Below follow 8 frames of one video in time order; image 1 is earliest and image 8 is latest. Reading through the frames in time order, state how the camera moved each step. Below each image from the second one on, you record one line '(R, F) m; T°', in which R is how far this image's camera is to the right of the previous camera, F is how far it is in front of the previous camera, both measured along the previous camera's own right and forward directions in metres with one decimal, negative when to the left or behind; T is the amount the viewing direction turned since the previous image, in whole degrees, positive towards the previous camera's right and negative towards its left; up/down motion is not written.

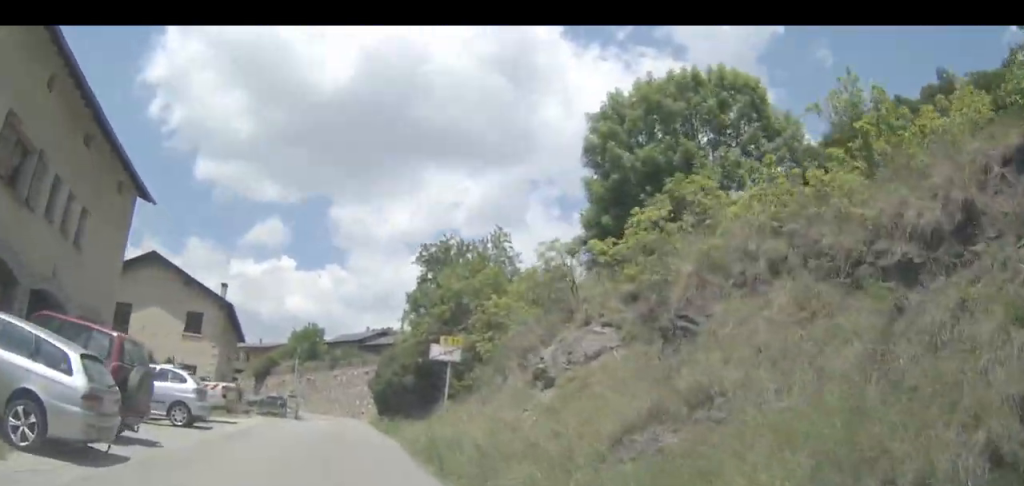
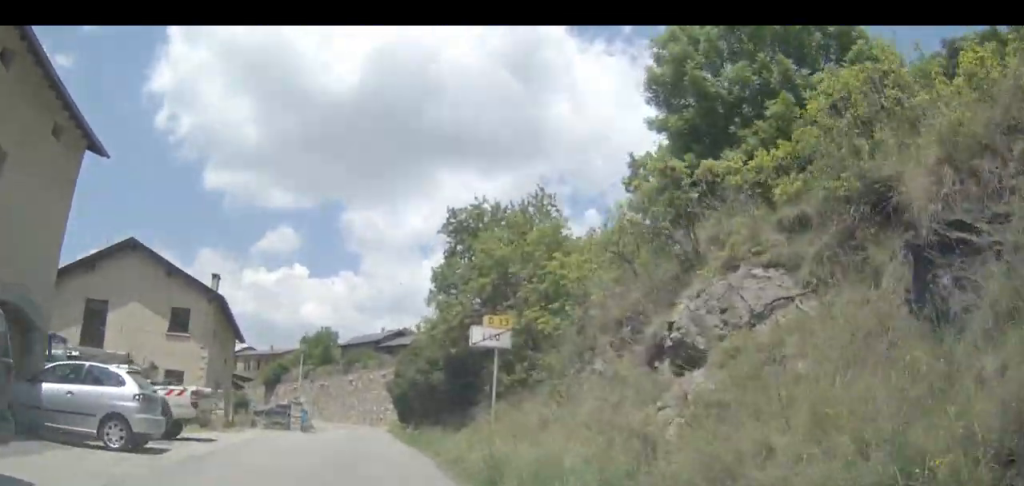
(0.0, +6.0) m; 0°
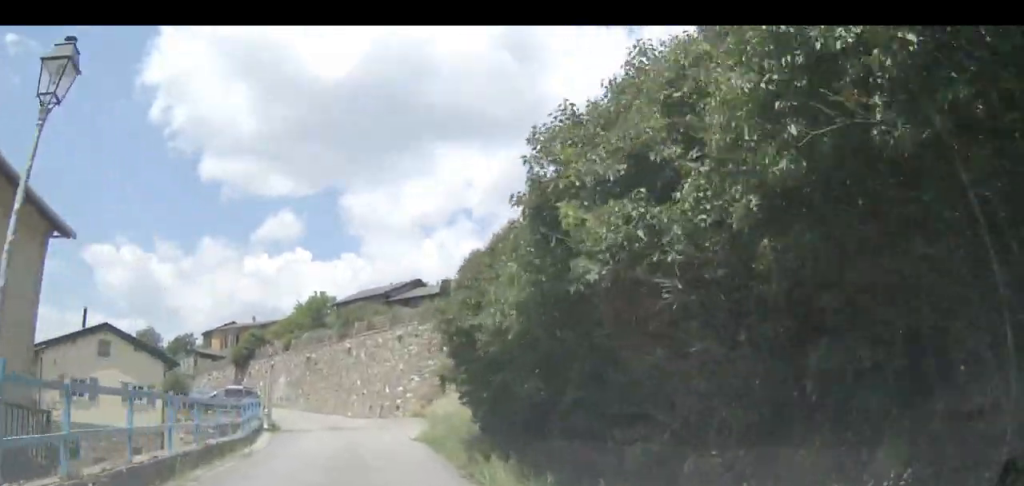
(-0.2, +26.9) m; -1°
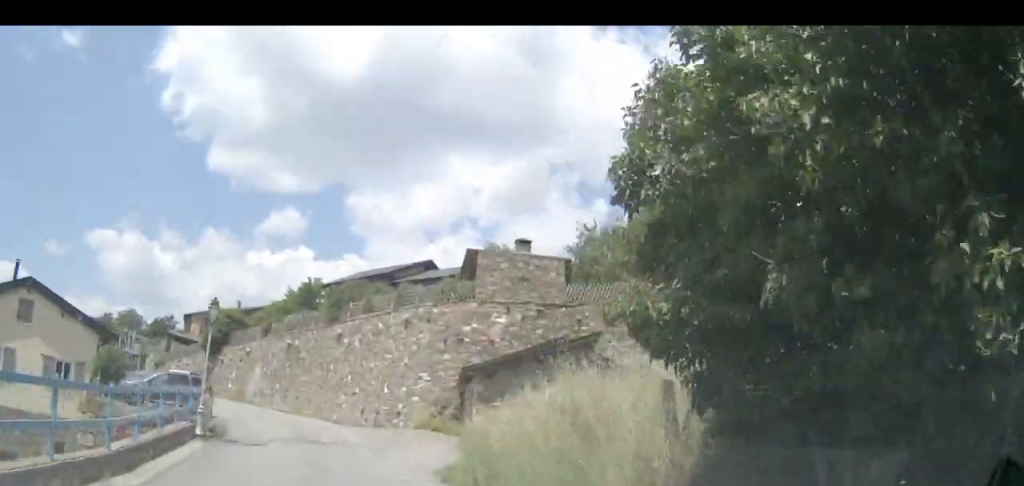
(-0.1, +11.0) m; -2°
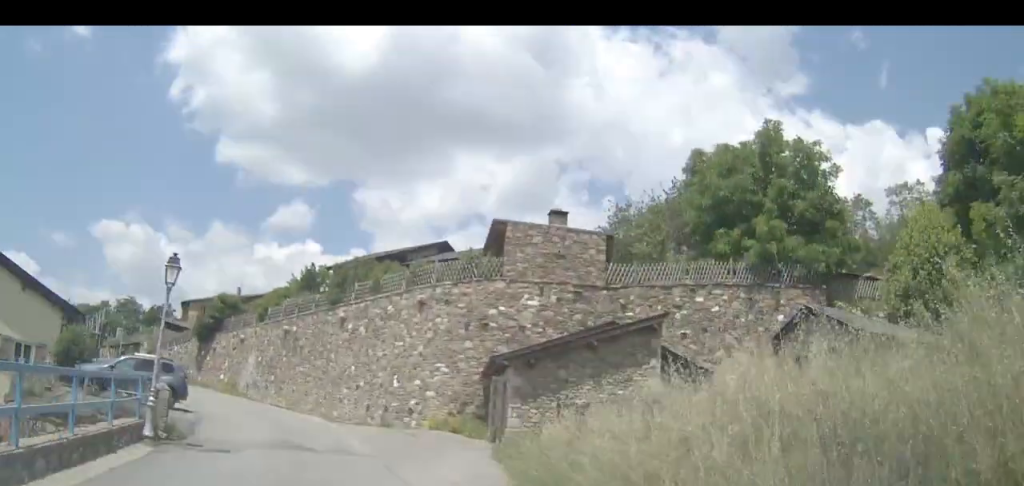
(+0.1, +5.1) m; -2°
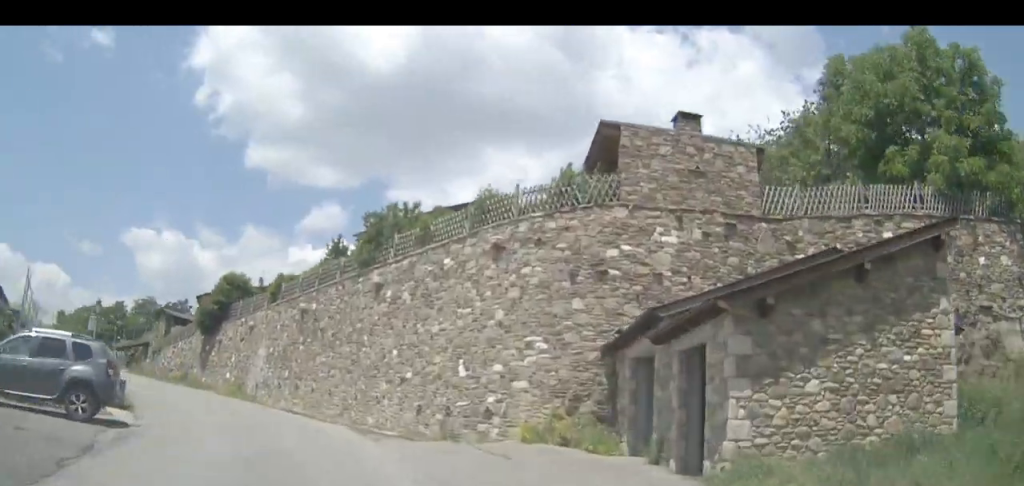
(-0.5, +10.2) m; -8°
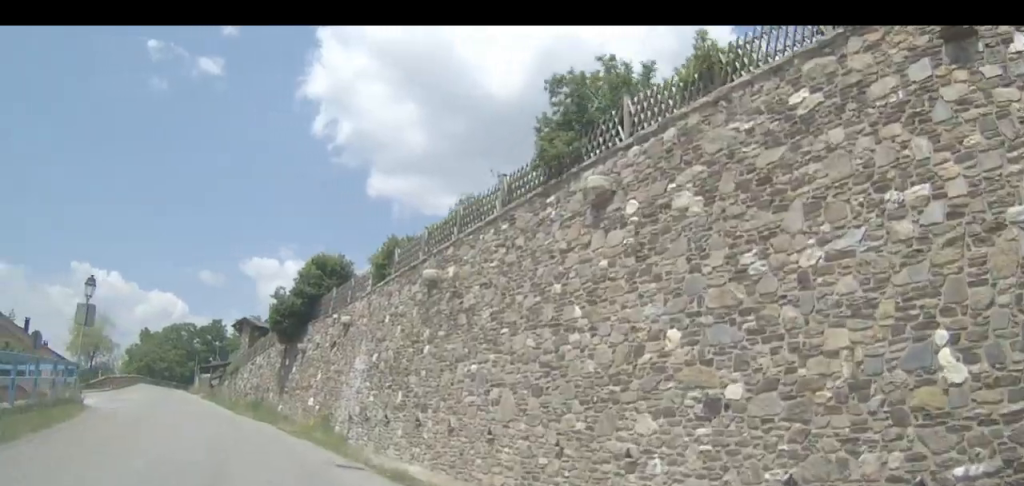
(-1.5, +13.8) m; -13°
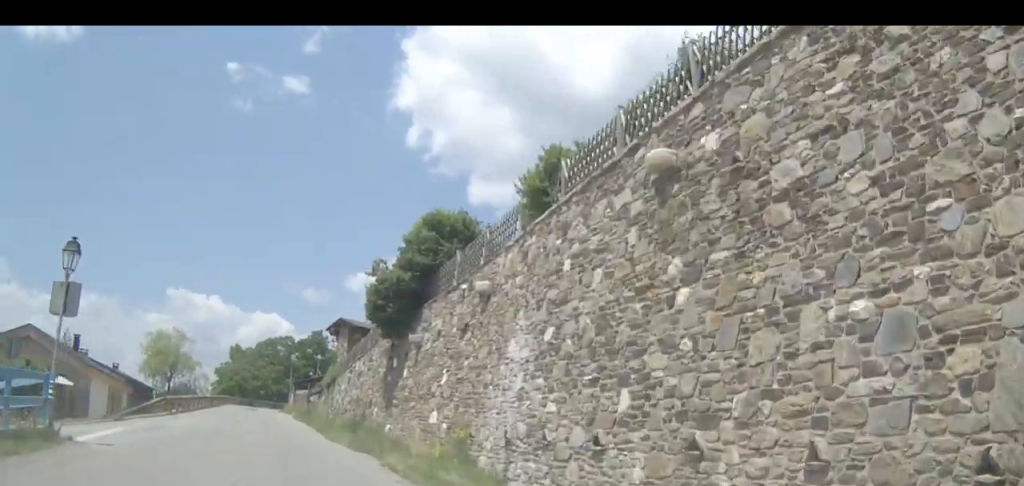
(-0.7, +8.4) m; -4°
